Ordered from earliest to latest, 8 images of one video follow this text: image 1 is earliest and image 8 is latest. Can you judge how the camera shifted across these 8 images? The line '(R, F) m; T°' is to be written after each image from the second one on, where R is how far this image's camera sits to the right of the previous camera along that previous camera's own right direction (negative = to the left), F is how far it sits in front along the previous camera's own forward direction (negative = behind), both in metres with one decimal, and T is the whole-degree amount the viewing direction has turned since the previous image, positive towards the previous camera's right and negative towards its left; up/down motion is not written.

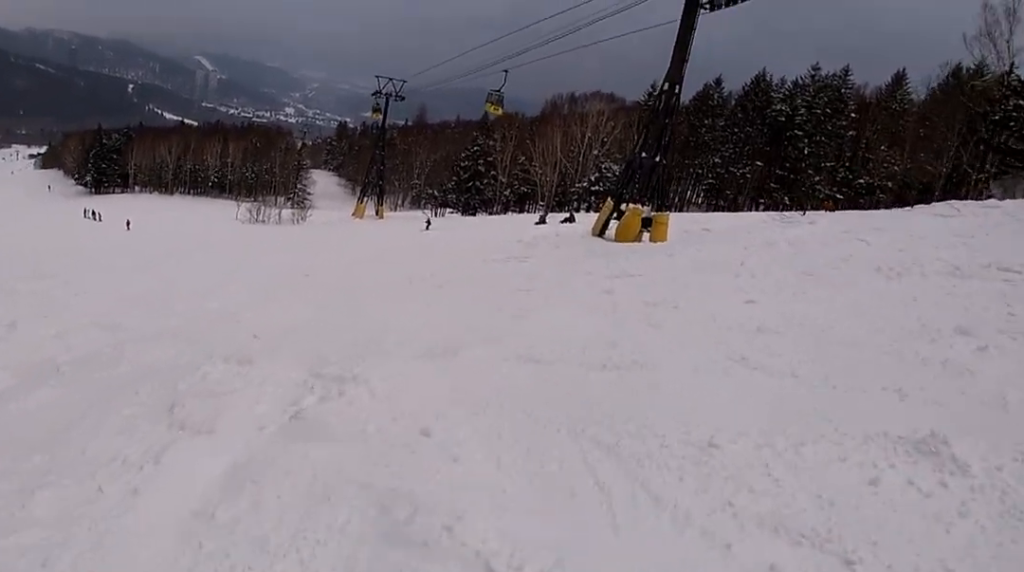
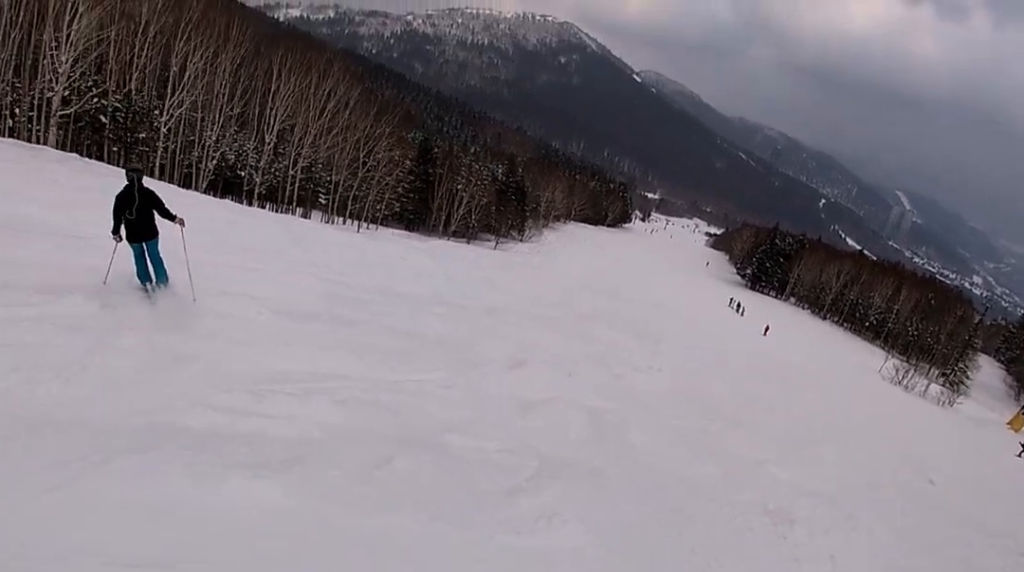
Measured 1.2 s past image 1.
(-2.1, +4.3) m; -57°
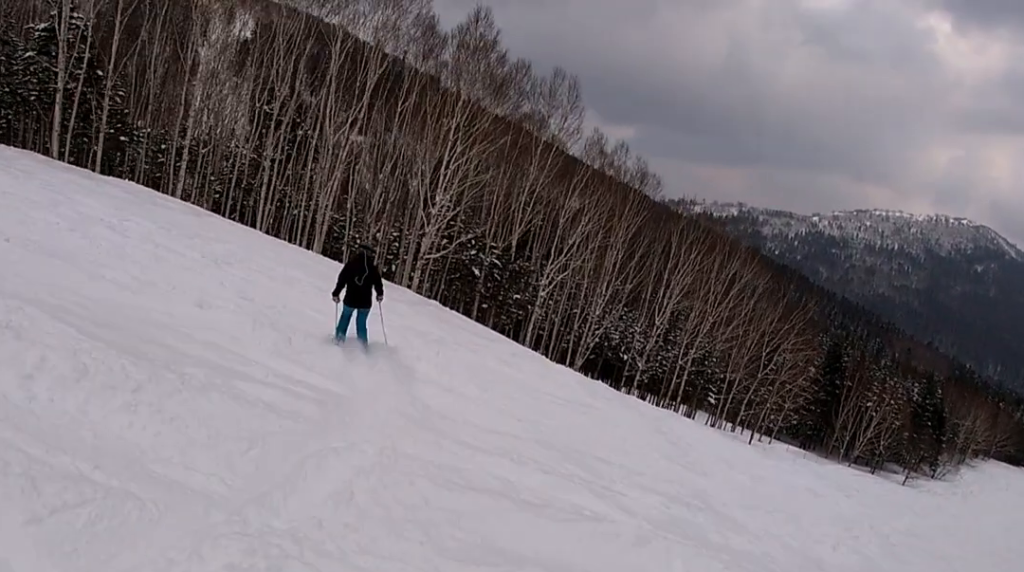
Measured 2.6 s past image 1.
(-2.4, +5.4) m; -21°
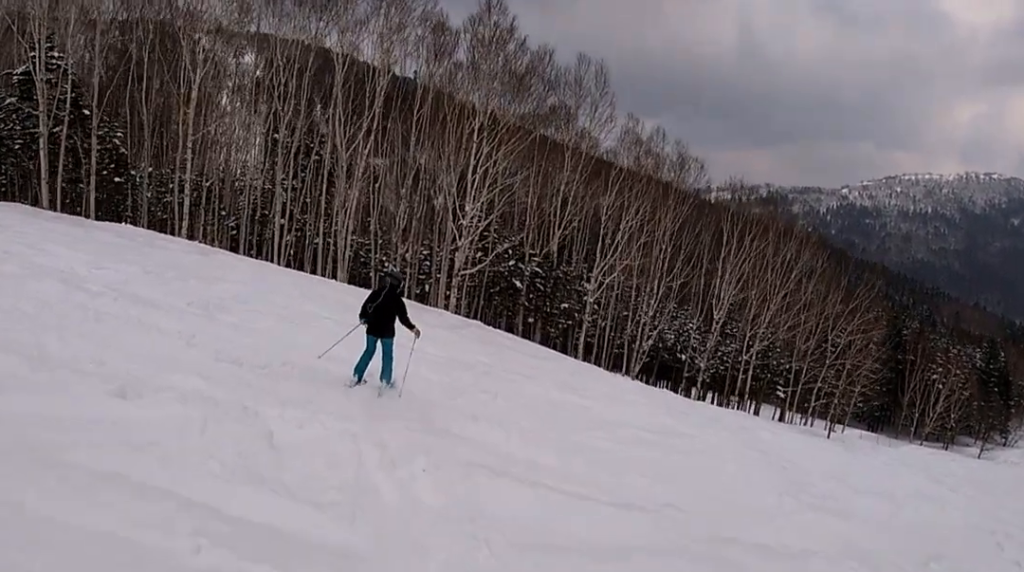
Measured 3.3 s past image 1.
(-0.1, +3.0) m; +5°
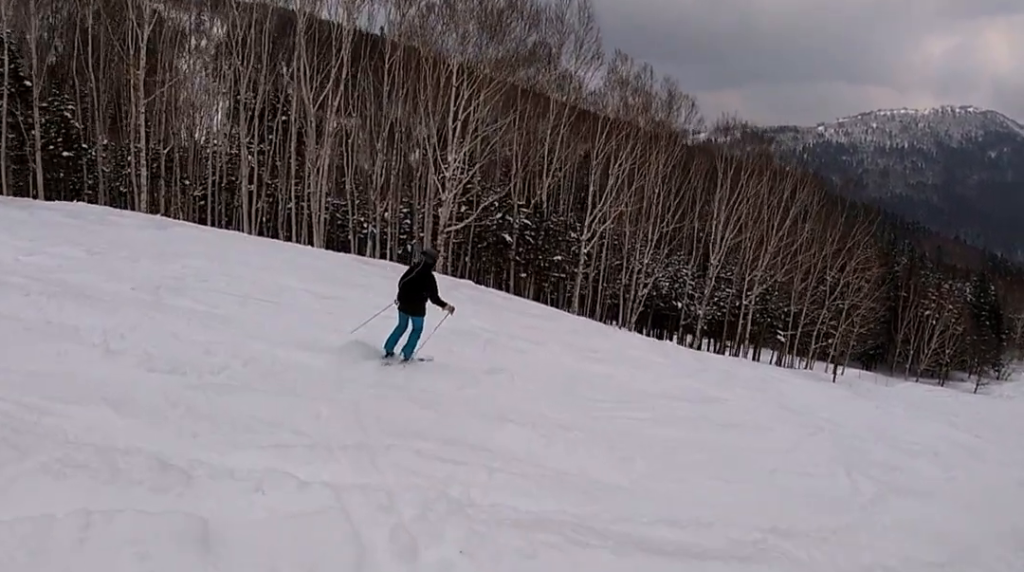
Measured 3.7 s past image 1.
(+0.3, +2.2) m; +4°
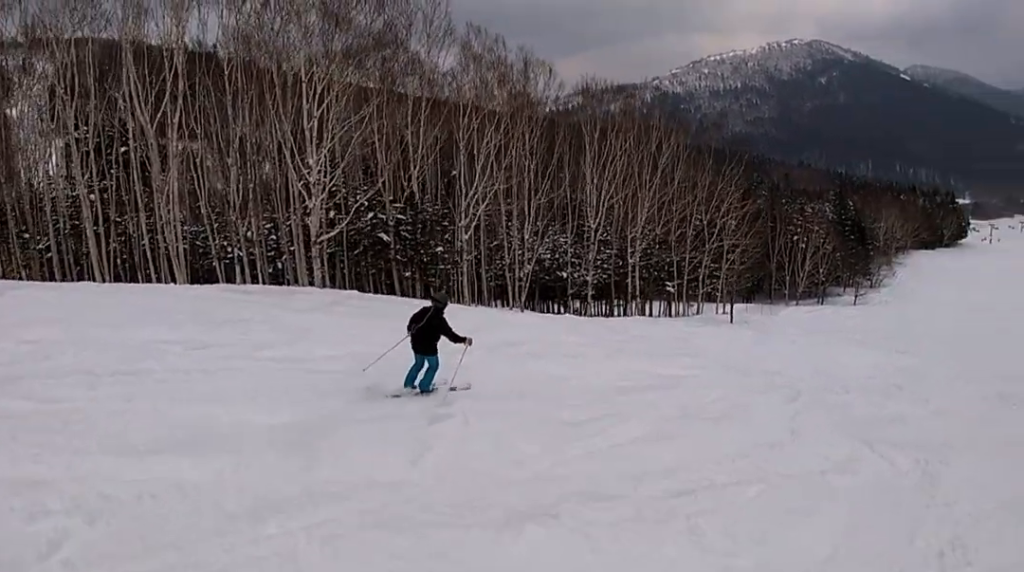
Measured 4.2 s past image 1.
(+0.1, +2.7) m; +6°
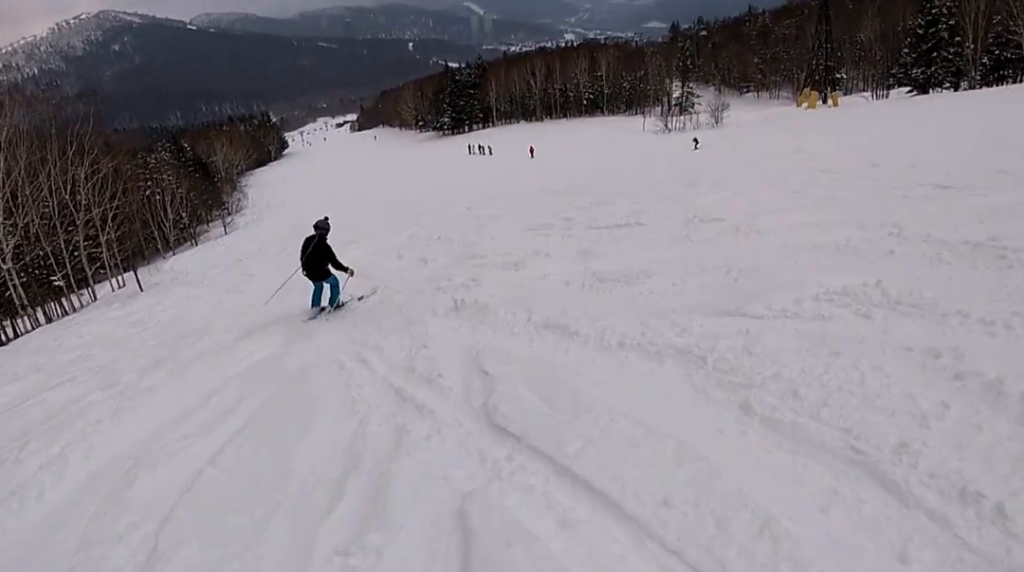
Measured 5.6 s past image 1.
(+2.2, +5.7) m; +56°
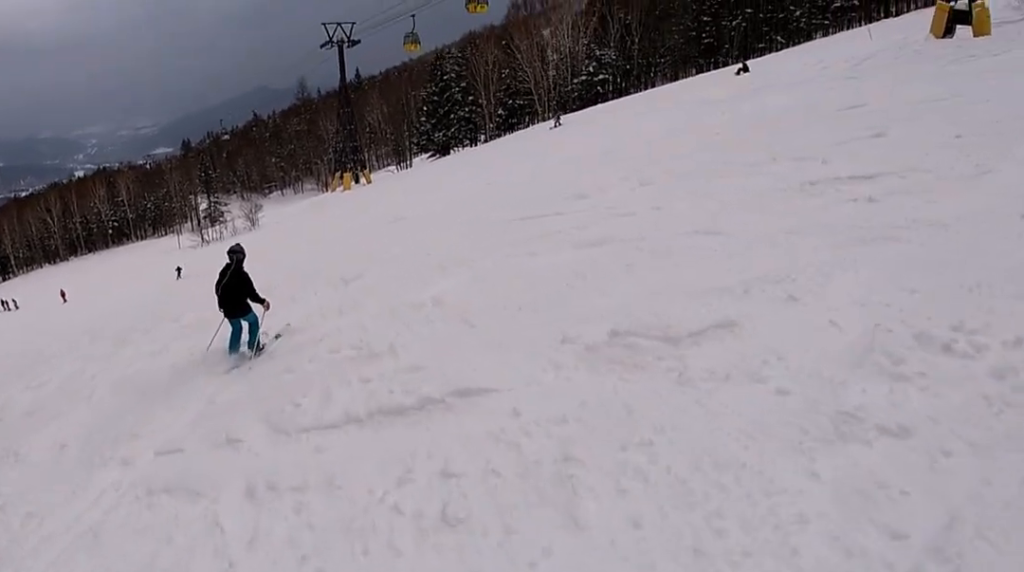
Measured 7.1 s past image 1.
(+4.7, +7.4) m; +43°
